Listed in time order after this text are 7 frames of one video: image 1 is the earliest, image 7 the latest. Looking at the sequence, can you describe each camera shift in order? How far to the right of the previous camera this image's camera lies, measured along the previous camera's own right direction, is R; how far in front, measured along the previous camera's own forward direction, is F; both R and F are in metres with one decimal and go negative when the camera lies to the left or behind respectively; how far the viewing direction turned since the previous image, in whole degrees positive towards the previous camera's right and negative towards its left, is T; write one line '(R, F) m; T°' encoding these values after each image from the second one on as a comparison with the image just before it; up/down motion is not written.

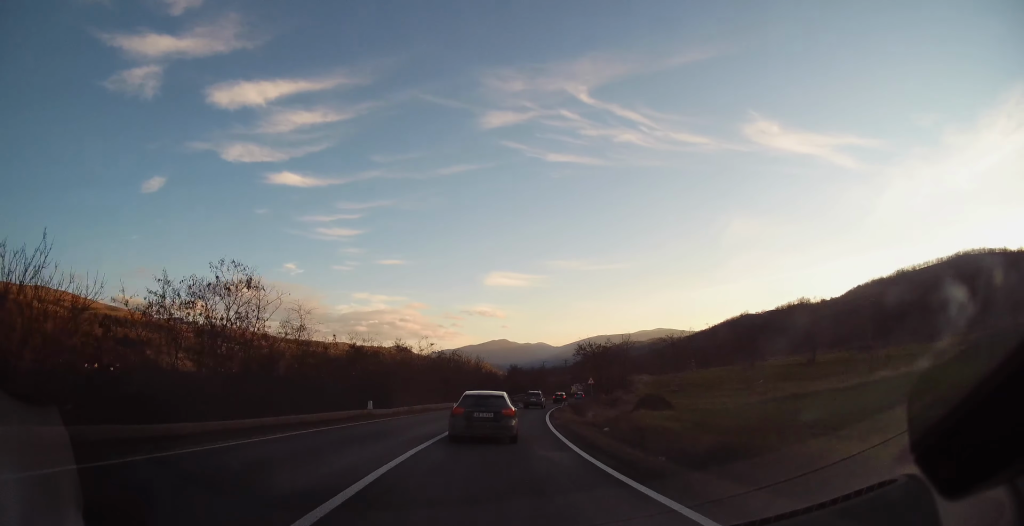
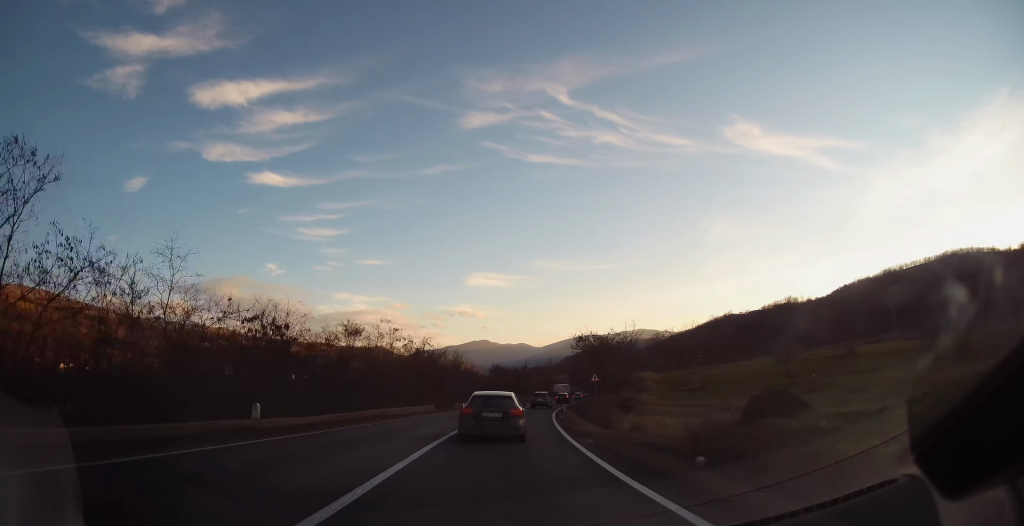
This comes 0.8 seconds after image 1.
(+0.1, +12.1) m; +2°
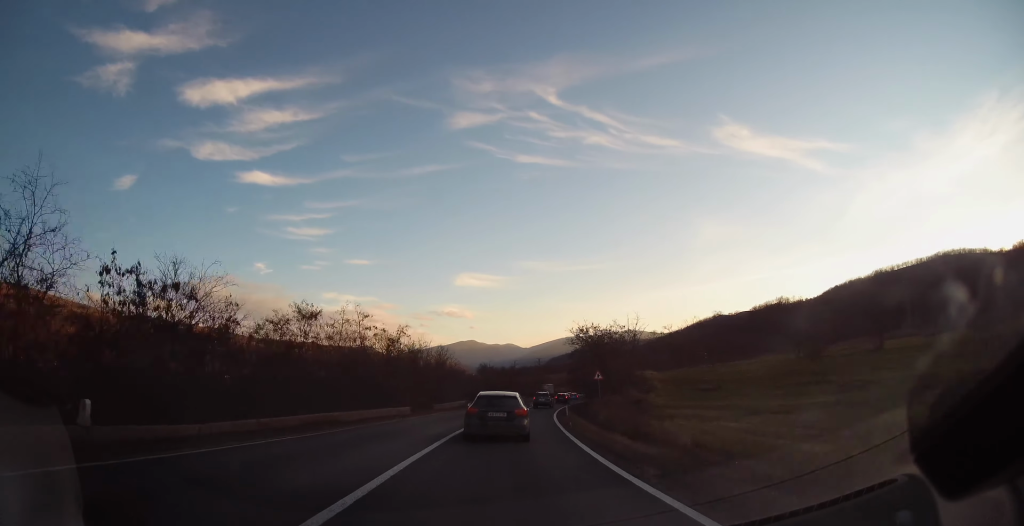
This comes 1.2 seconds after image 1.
(-0.1, +6.8) m; +1°
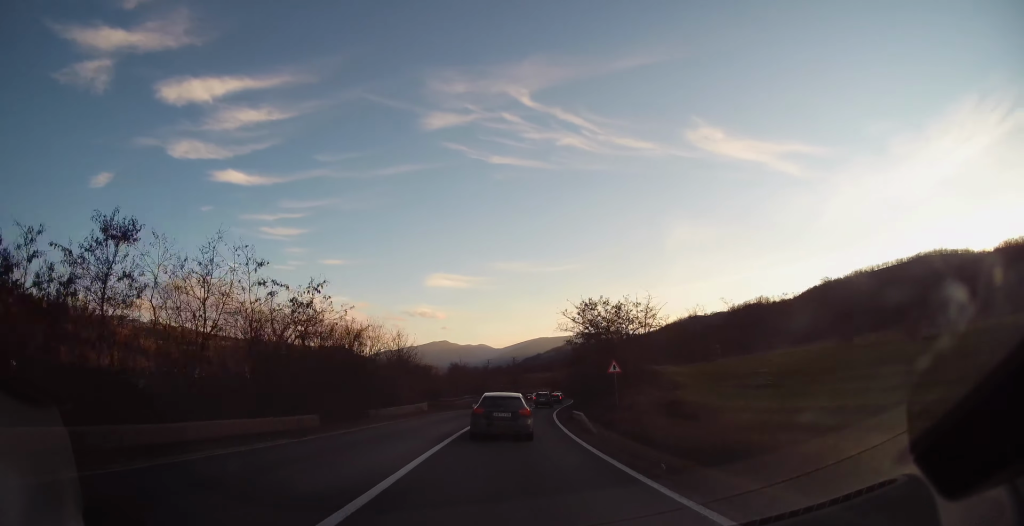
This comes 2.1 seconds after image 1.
(+0.6, +13.6) m; +4°
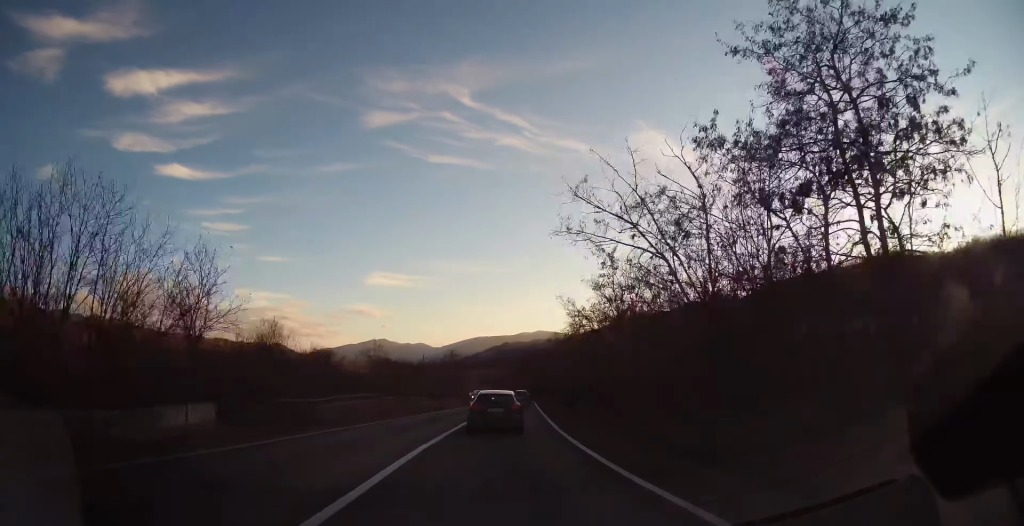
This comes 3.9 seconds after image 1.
(+2.1, +29.2) m; +6°
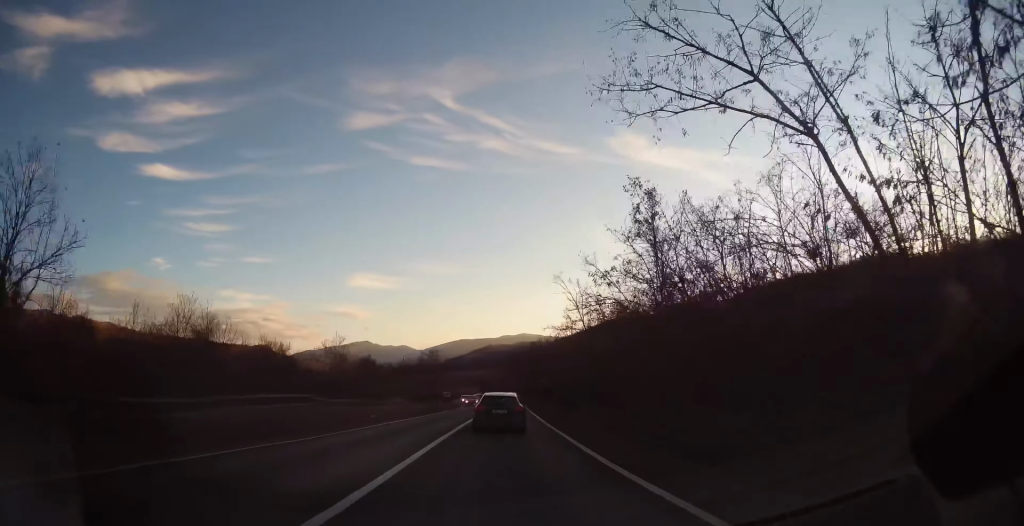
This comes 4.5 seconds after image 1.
(+0.1, +10.3) m; +1°
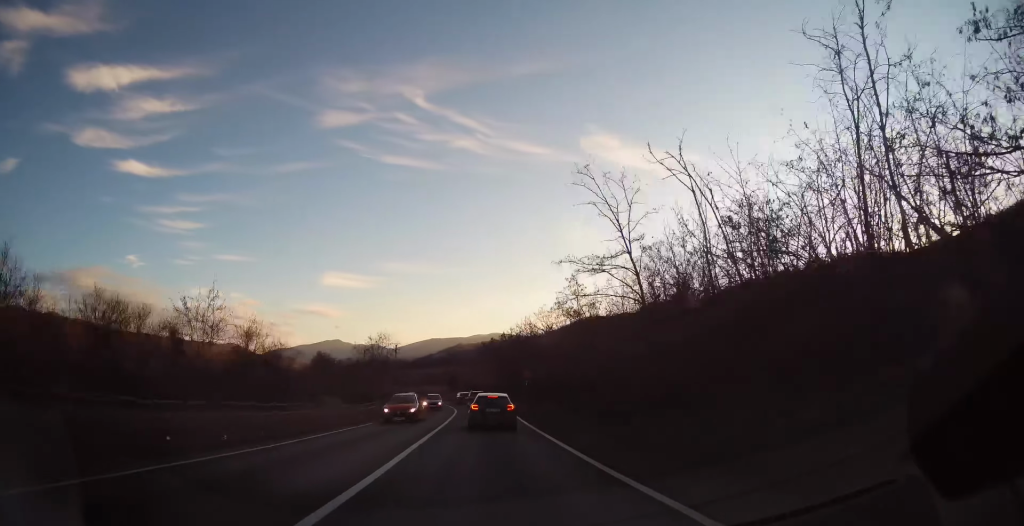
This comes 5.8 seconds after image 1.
(+0.4, +21.2) m; +2°
